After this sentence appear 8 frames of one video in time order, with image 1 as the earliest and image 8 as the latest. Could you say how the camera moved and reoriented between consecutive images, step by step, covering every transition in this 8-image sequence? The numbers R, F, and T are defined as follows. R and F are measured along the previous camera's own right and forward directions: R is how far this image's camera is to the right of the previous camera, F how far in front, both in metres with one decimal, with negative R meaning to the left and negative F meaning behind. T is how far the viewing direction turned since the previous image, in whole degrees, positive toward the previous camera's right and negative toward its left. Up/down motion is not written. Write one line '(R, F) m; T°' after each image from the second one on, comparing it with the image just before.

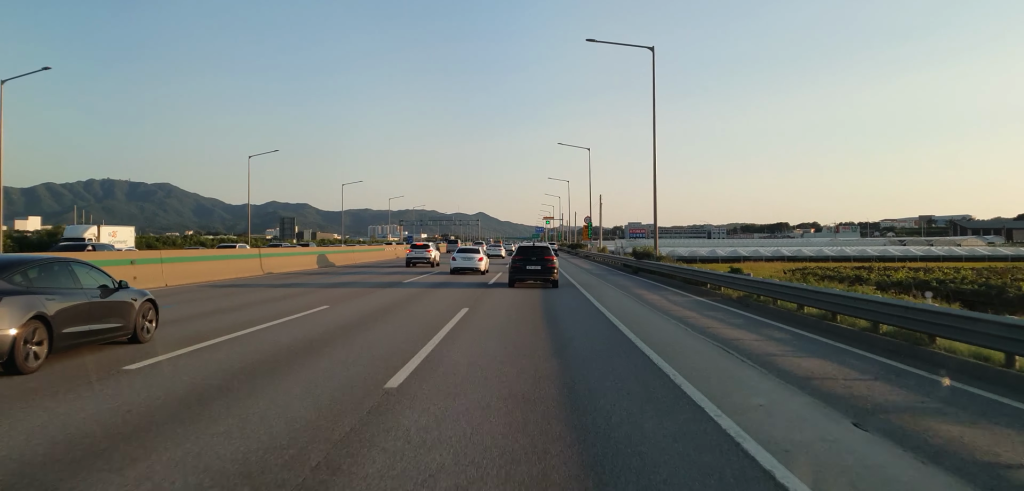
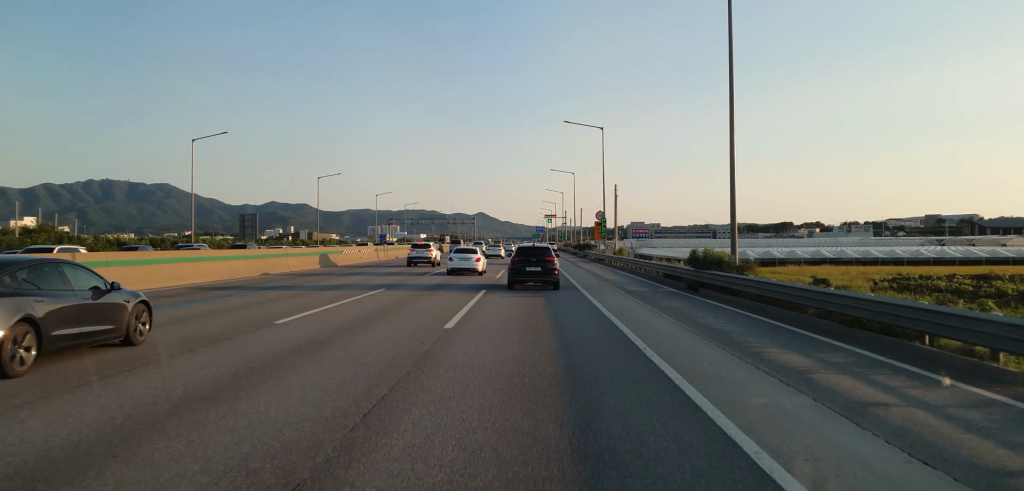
(0.0, +15.6) m; 0°
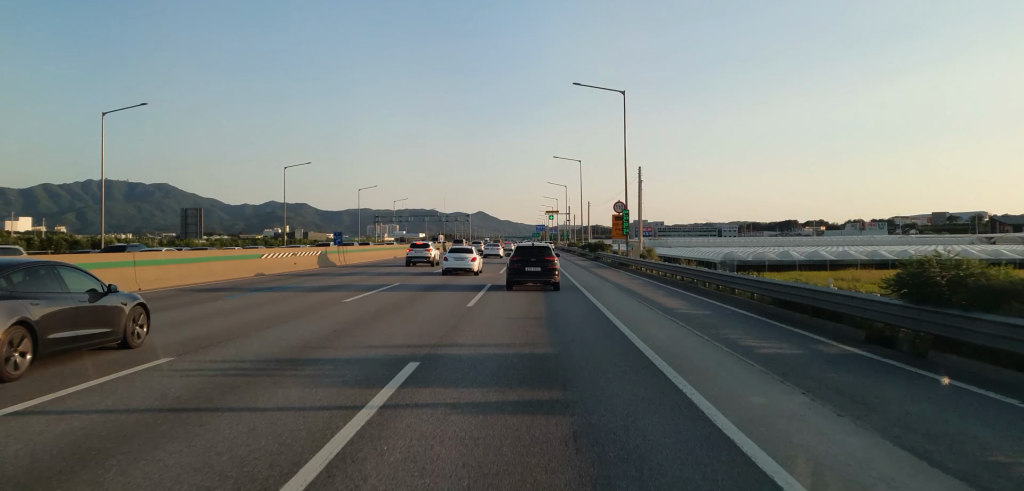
(0.0, +16.3) m; -1°
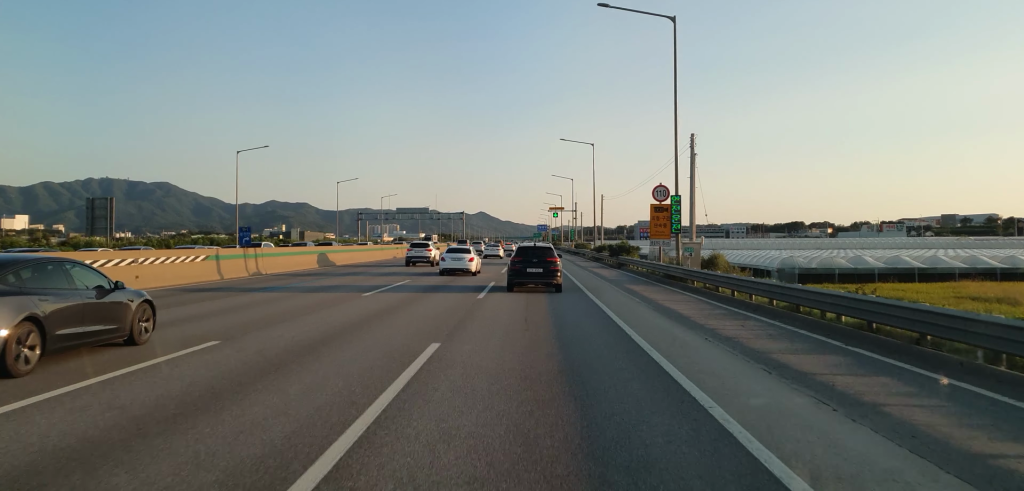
(-0.3, +17.7) m; 0°
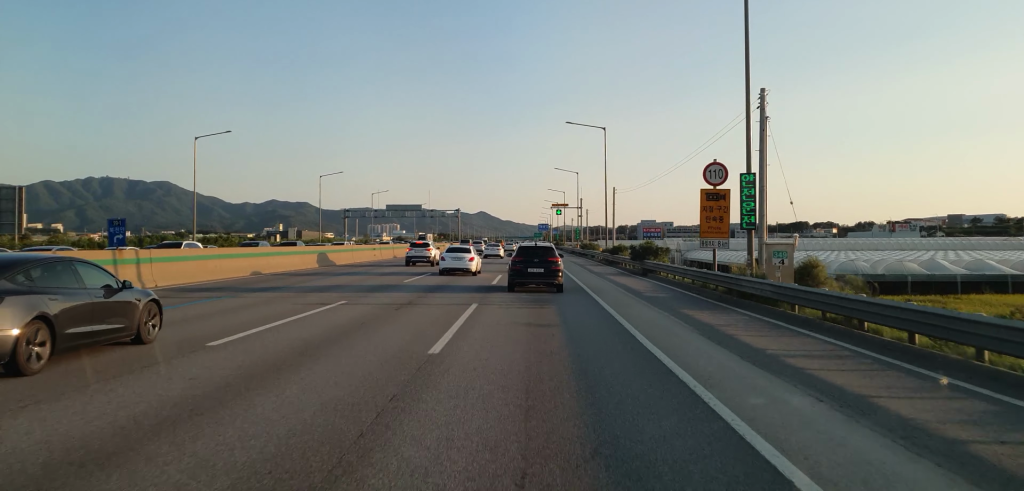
(+0.1, +11.4) m; 0°
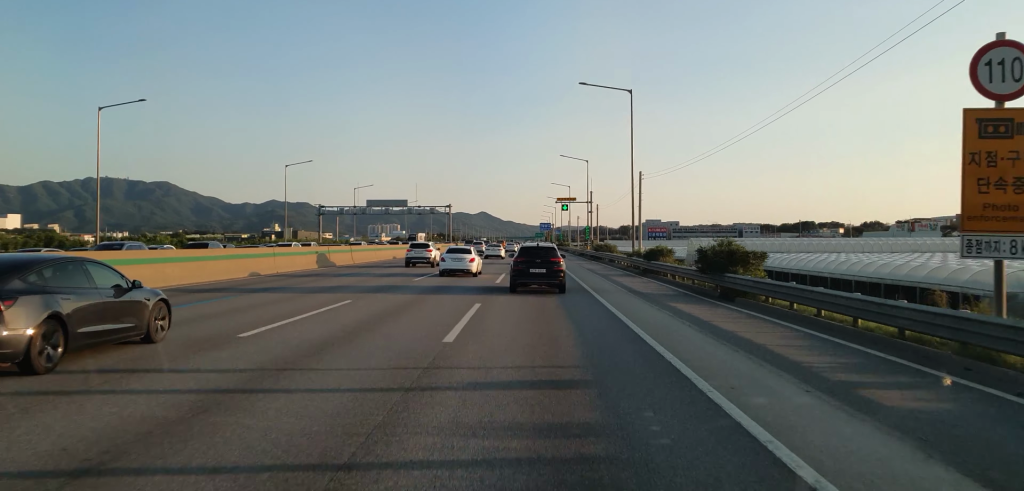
(+0.2, +17.4) m; +1°
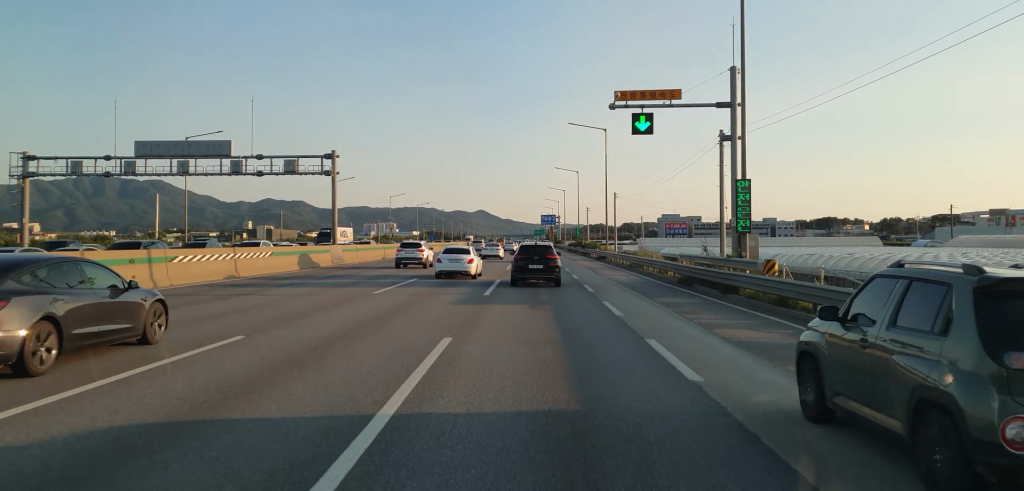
(-0.3, +71.6) m; -1°
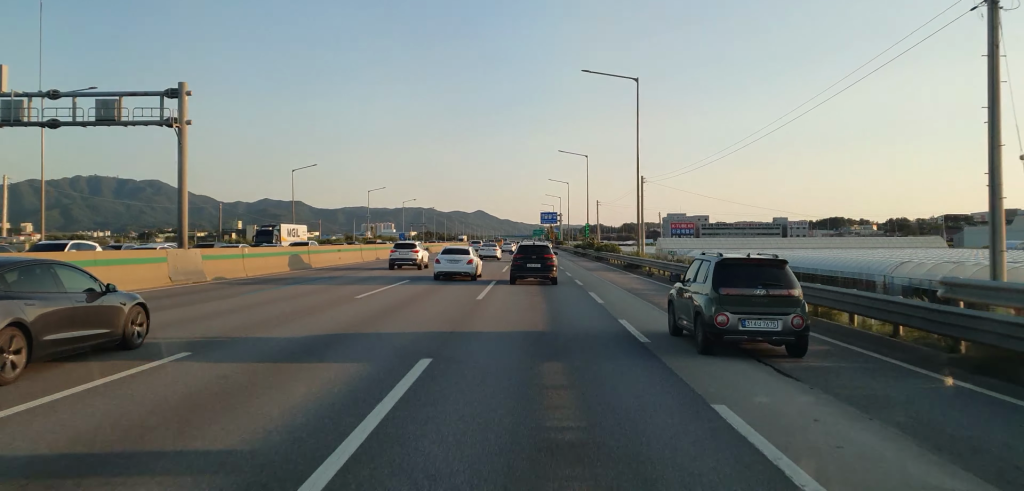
(-0.1, +22.2) m; 0°
